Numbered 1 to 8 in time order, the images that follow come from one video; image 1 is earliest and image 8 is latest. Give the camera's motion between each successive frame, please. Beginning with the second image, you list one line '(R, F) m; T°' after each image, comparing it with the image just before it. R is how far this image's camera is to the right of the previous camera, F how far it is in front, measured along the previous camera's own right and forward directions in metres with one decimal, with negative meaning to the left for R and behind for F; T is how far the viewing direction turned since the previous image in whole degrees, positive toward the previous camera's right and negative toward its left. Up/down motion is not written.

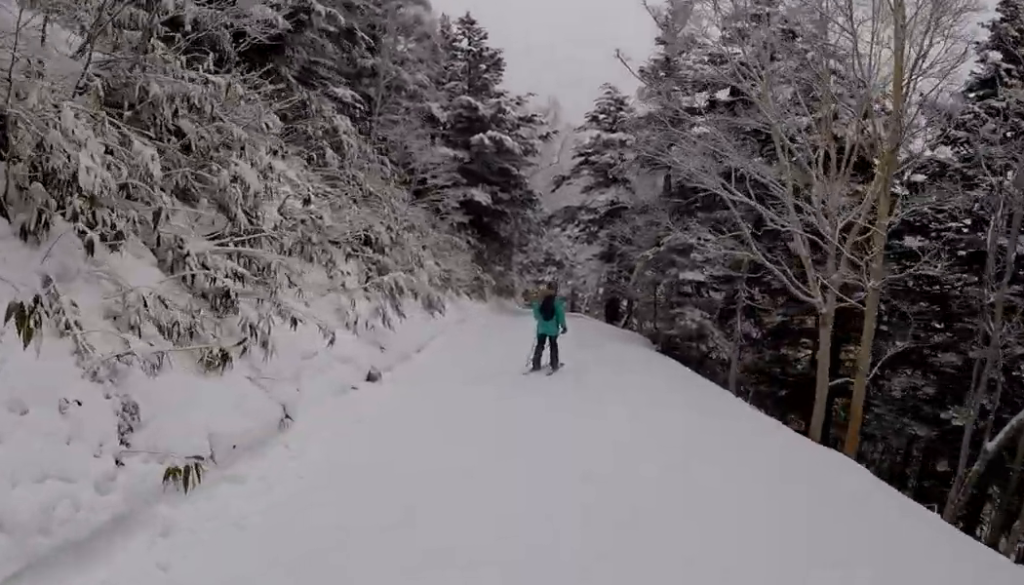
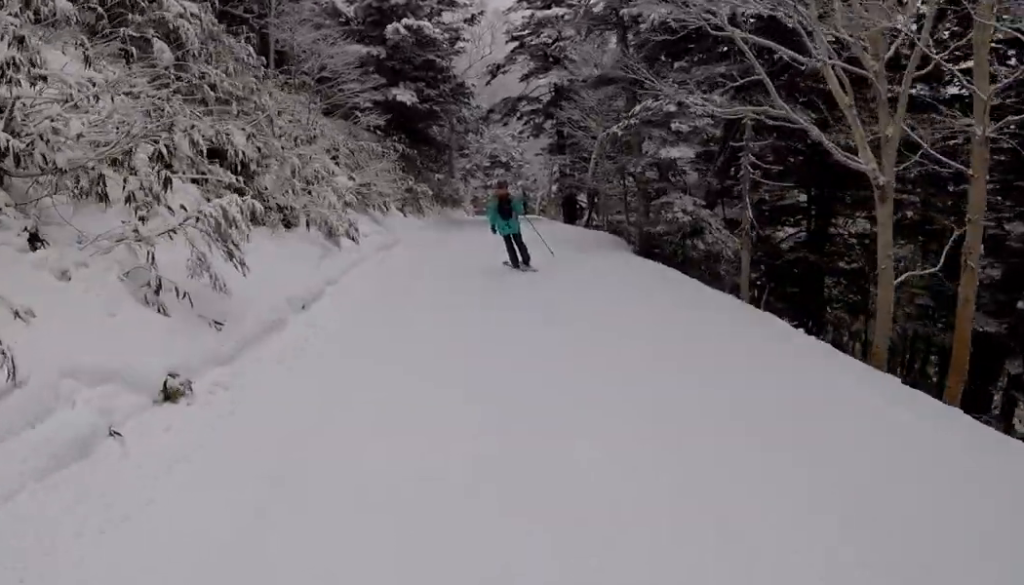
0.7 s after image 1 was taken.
(+0.4, +4.6) m; -1°
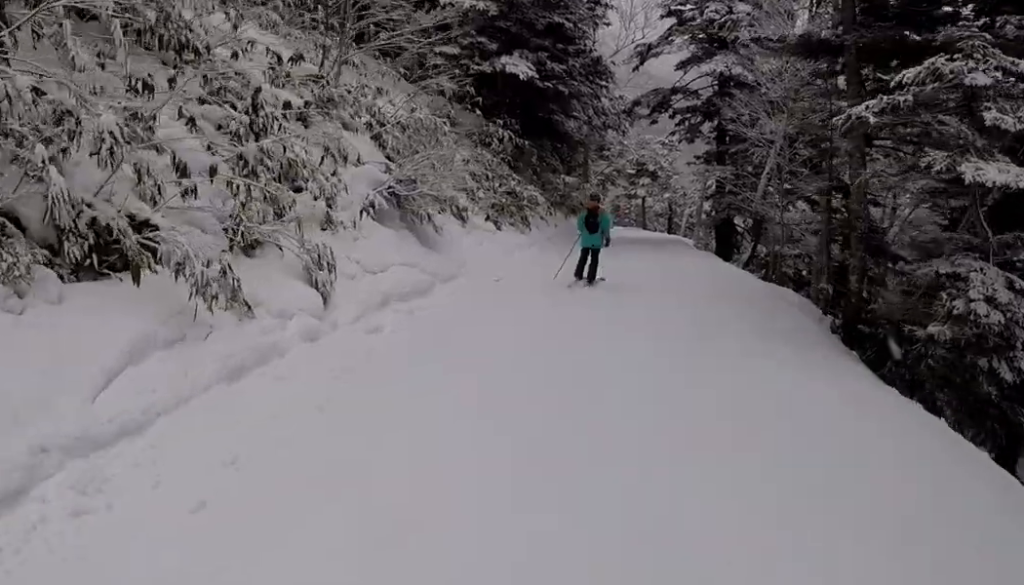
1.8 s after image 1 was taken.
(-0.6, +7.5) m; -8°
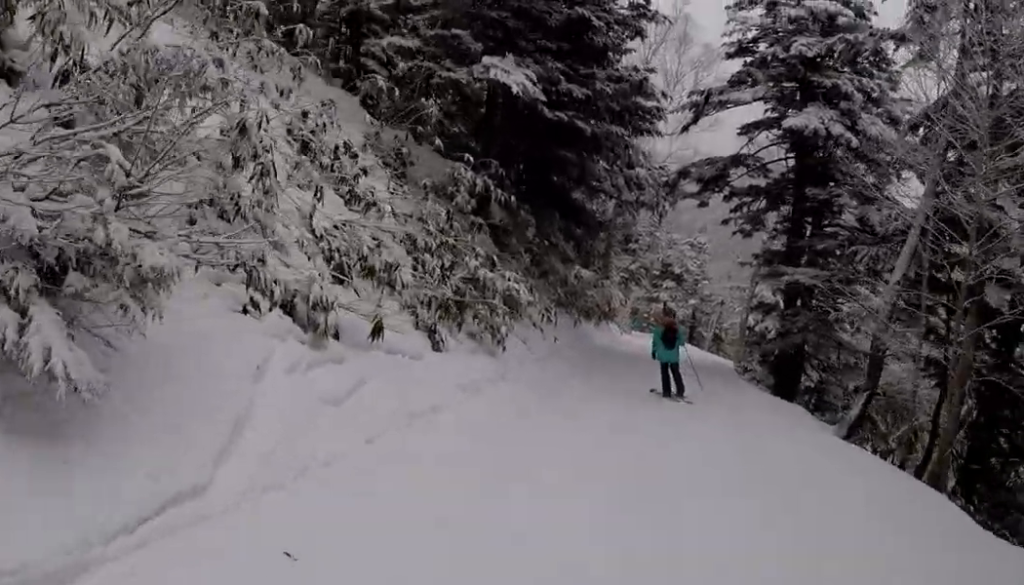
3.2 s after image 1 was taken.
(-0.4, +9.1) m; 0°
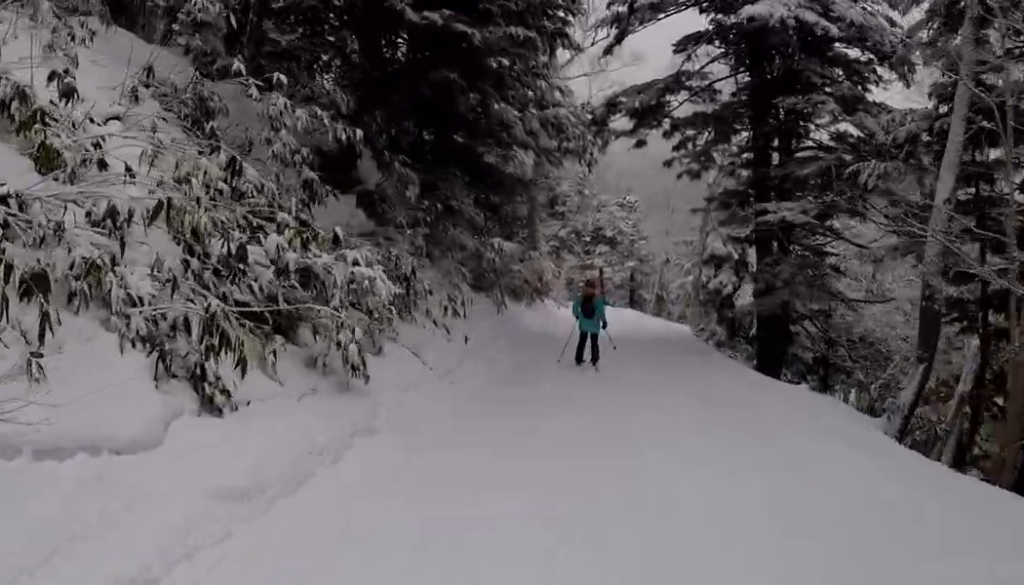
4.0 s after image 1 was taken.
(-0.1, +4.8) m; +7°
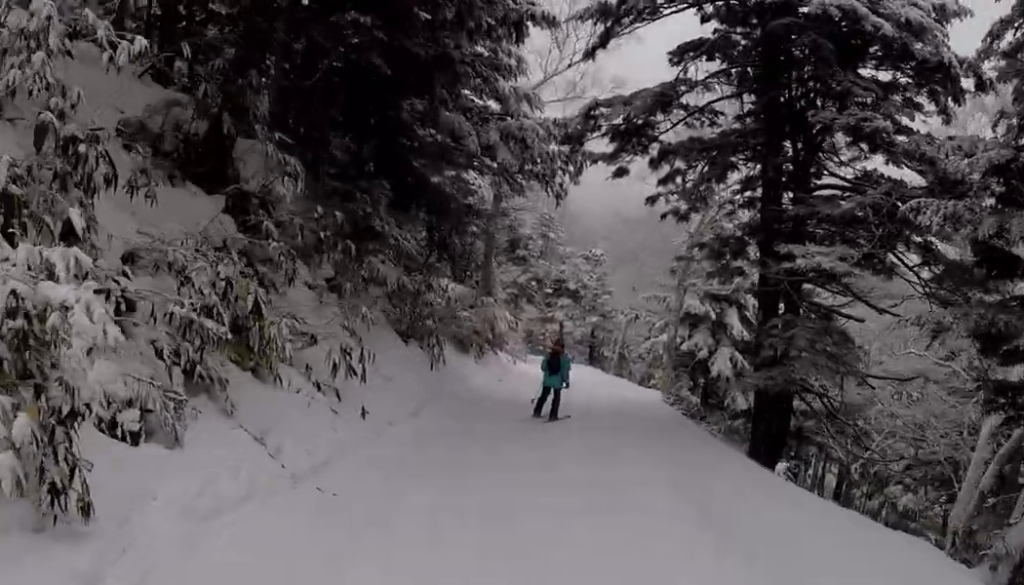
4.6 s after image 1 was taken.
(+0.6, +3.9) m; 0°
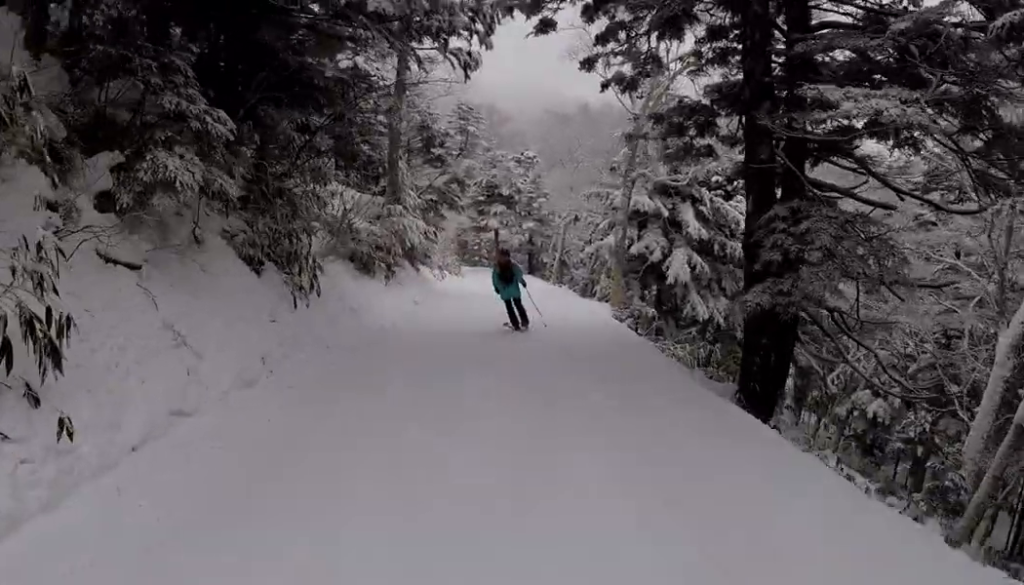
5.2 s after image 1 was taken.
(+0.1, +4.1) m; -5°
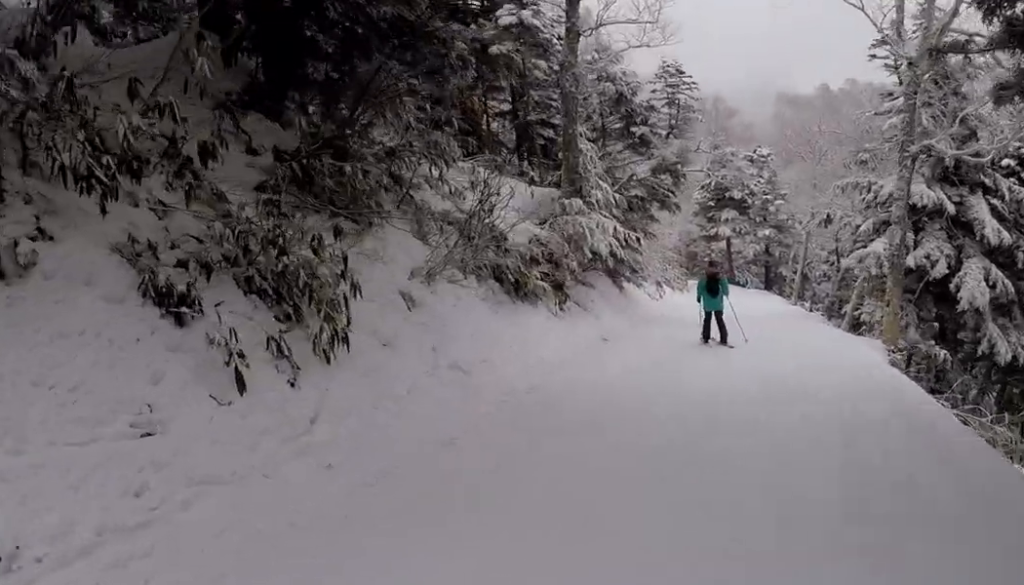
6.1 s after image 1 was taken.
(-0.8, +5.9) m; -9°
